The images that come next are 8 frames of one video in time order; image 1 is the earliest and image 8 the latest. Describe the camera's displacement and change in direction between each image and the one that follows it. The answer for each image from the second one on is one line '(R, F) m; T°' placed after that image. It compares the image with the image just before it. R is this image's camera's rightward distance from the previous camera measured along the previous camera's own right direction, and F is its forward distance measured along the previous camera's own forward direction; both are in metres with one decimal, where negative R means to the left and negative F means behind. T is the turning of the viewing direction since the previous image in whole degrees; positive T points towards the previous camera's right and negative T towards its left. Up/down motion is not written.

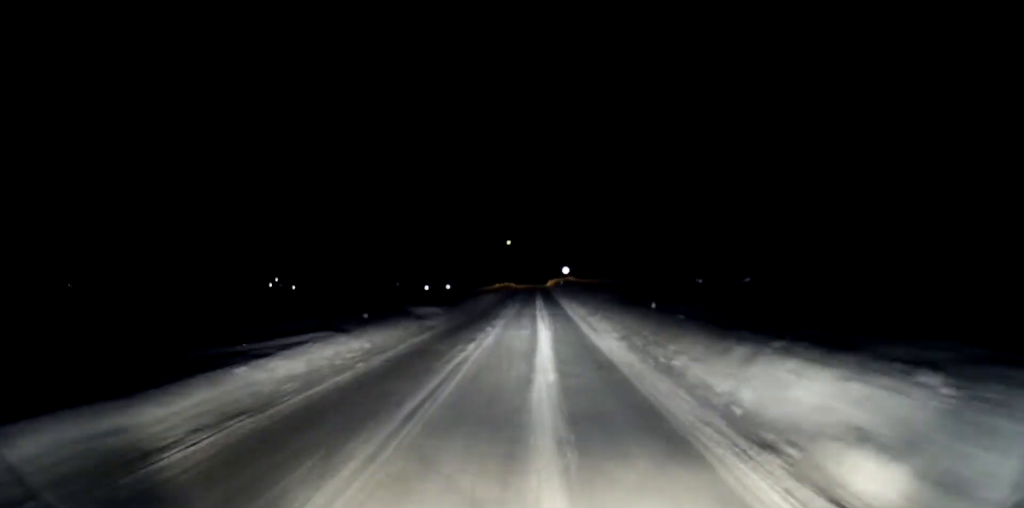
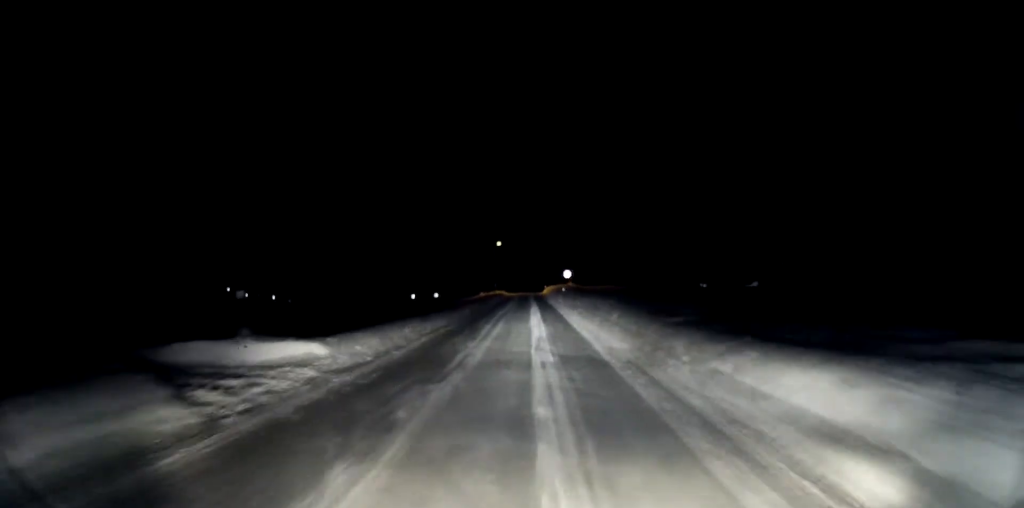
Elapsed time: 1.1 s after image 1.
(-0.1, +14.8) m; -1°
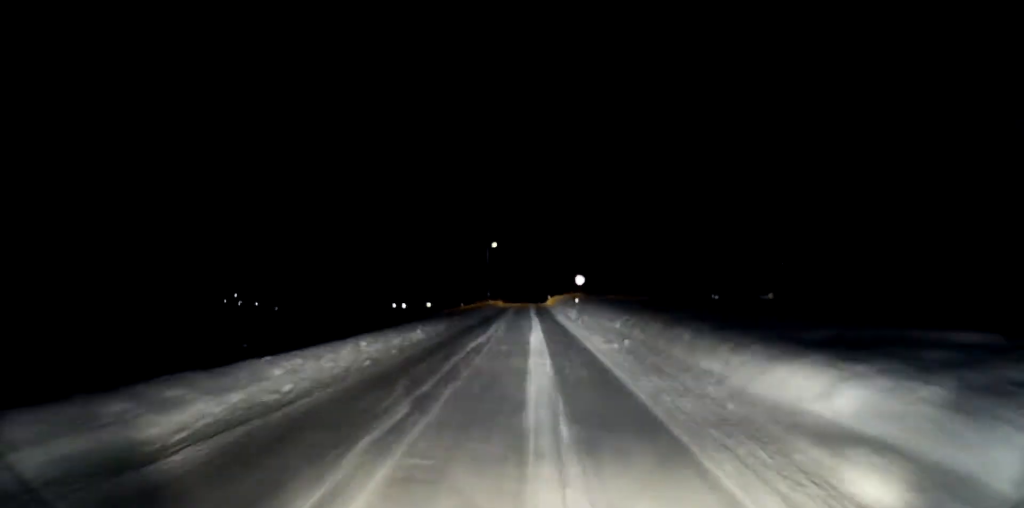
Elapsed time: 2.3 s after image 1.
(-0.1, +15.4) m; +1°
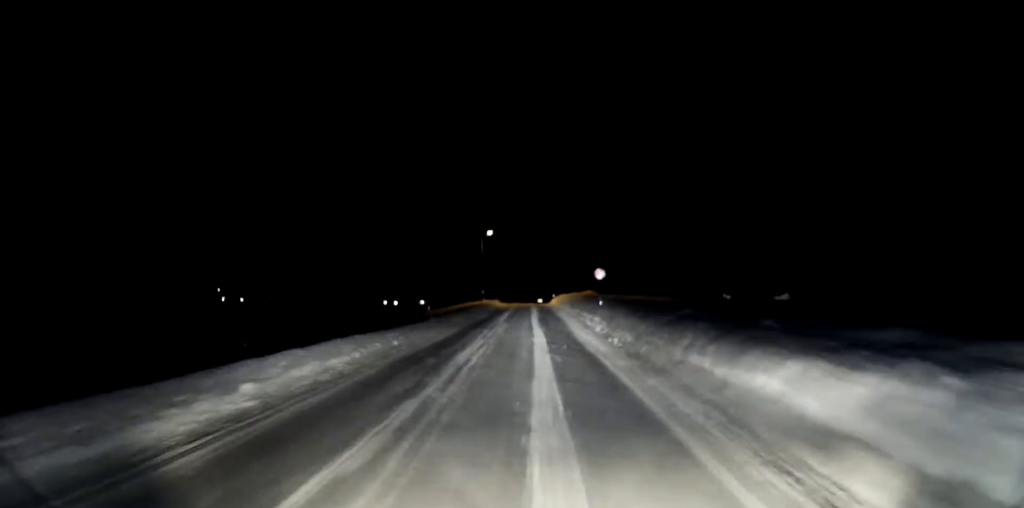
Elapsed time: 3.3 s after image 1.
(+0.2, +13.0) m; +1°
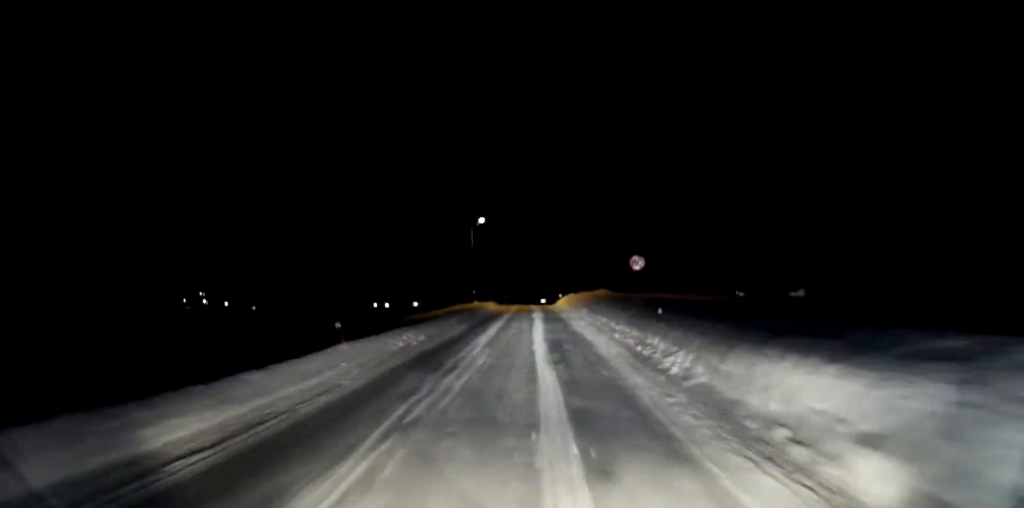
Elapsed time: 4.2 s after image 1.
(0.0, +12.3) m; -1°
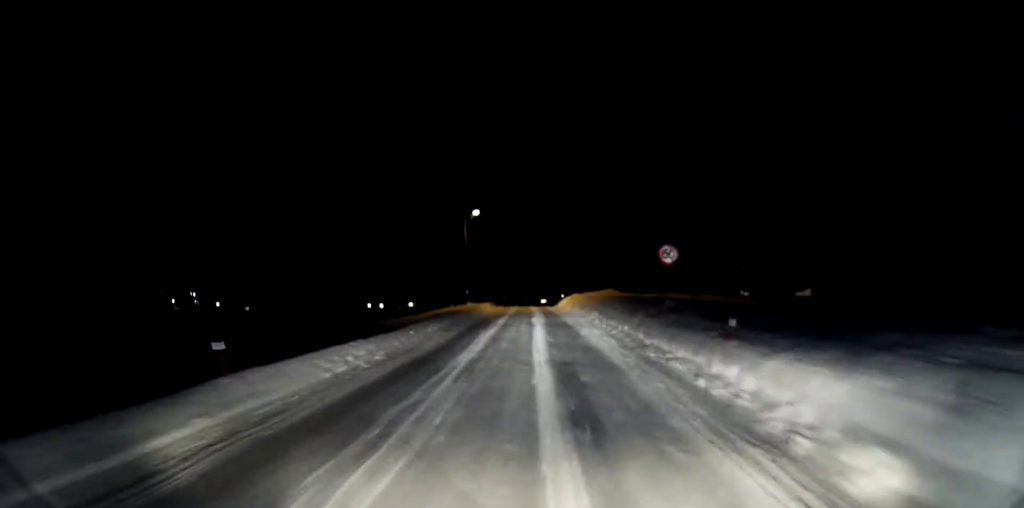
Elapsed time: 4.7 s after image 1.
(-0.1, +5.4) m; -1°
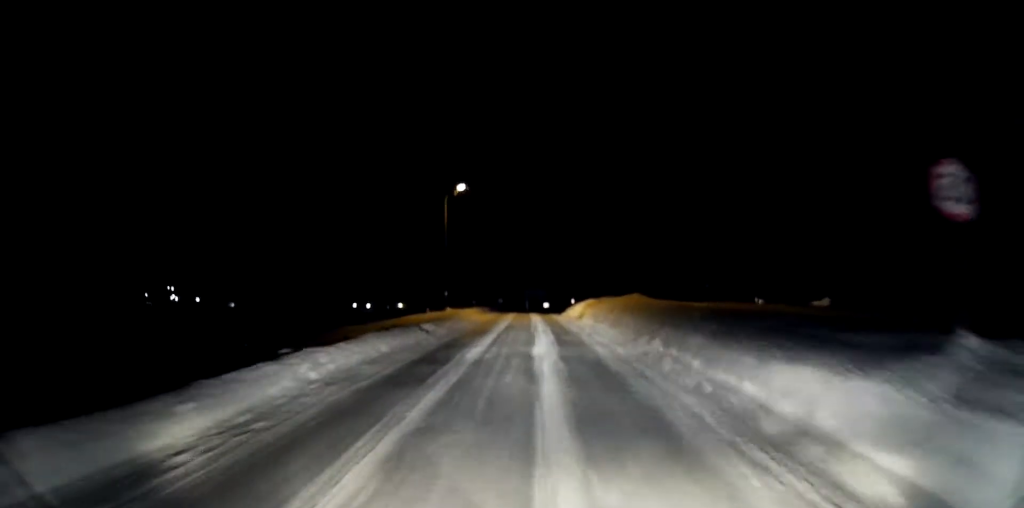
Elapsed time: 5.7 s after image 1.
(0.0, +12.7) m; 0°
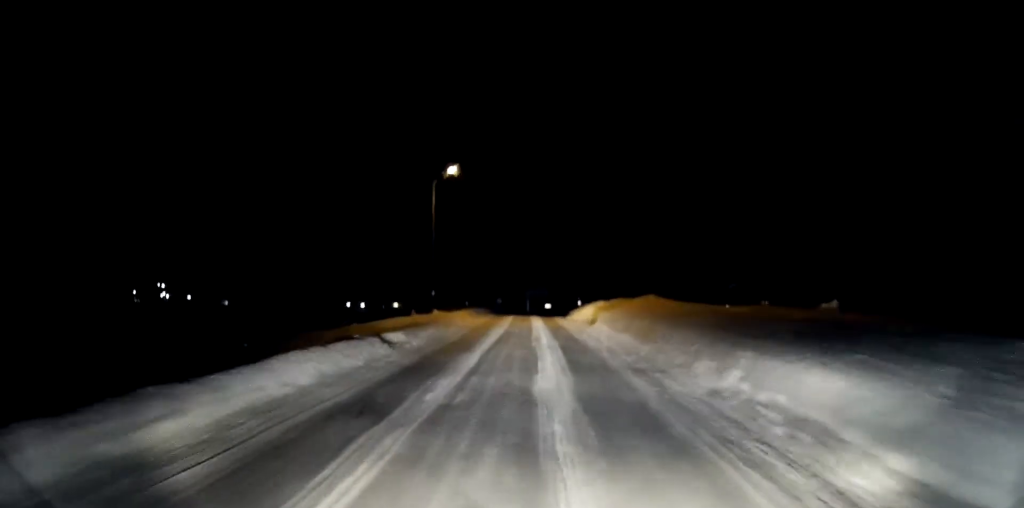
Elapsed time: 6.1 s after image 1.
(0.0, +5.2) m; 0°
